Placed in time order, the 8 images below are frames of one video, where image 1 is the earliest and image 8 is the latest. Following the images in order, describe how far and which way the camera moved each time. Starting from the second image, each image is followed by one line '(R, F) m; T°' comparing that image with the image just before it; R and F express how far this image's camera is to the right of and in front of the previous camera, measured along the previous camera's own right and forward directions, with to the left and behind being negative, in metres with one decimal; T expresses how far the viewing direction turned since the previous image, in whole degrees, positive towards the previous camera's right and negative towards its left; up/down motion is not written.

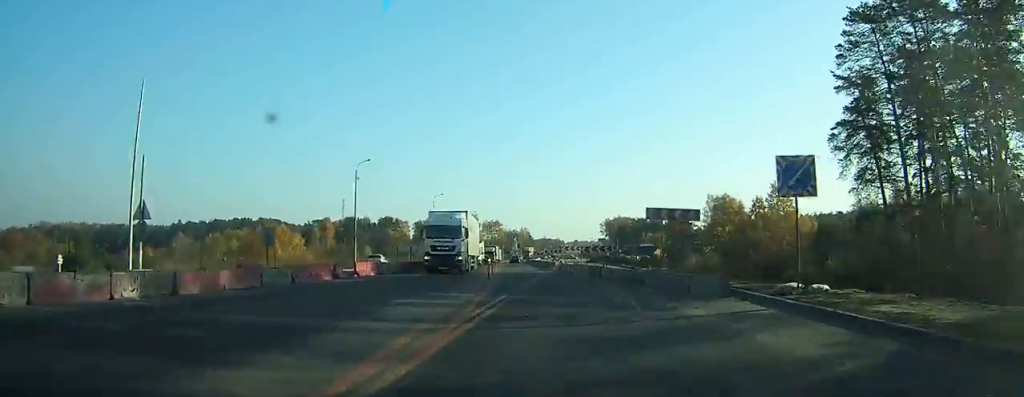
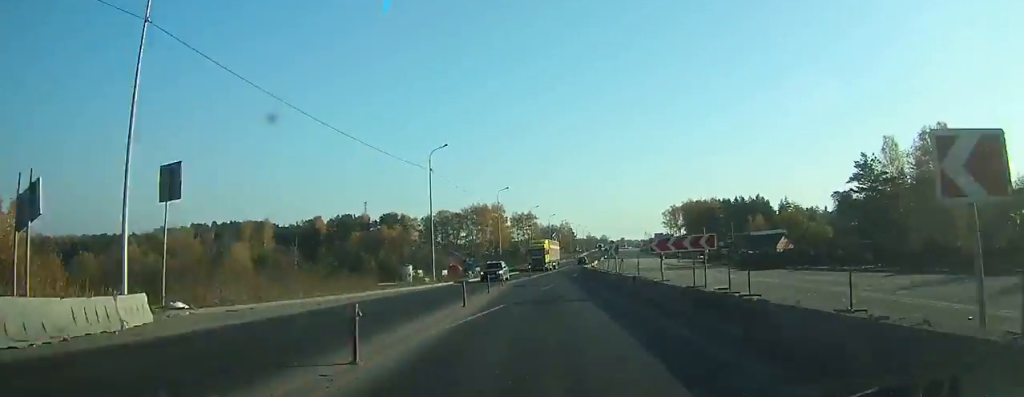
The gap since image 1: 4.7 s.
(-4.2, +79.5) m; -4°
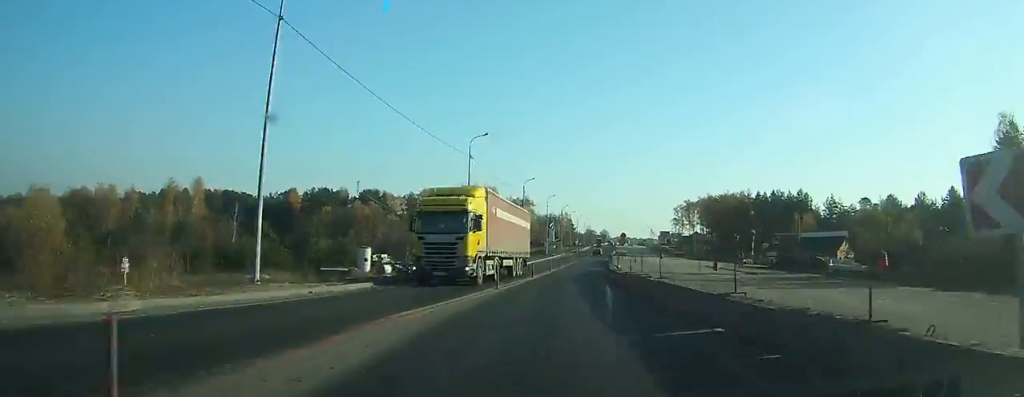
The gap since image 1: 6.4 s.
(0.0, +29.4) m; 0°
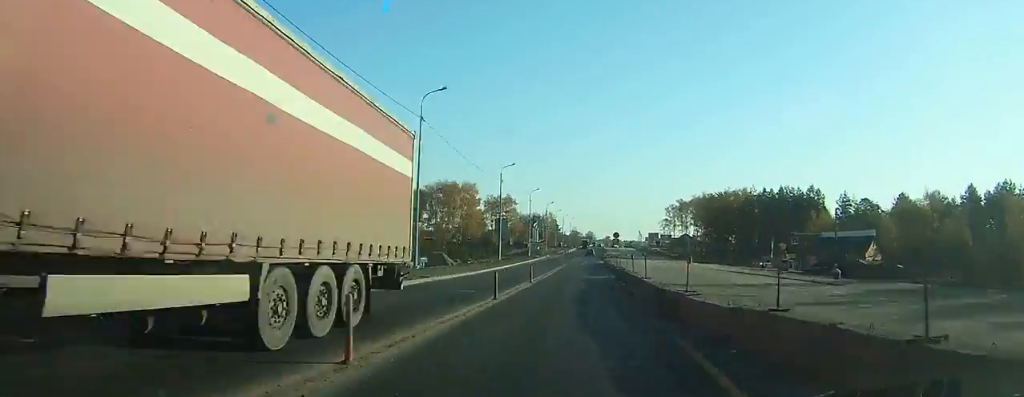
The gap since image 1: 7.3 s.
(0.0, +14.7) m; +1°
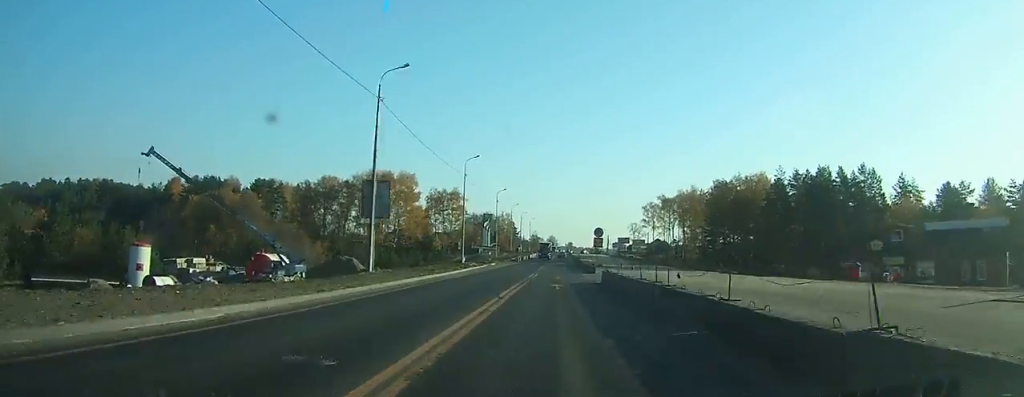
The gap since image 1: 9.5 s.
(+0.8, +37.7) m; +3°
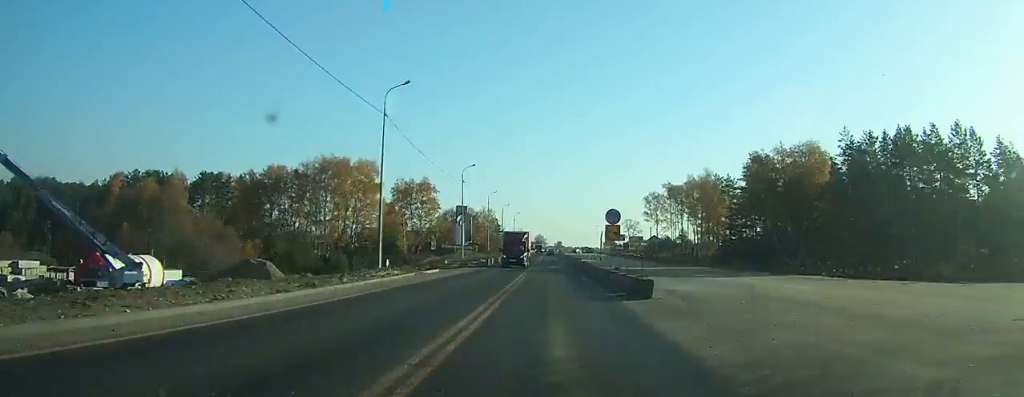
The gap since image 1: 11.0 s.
(+0.5, +26.8) m; +1°
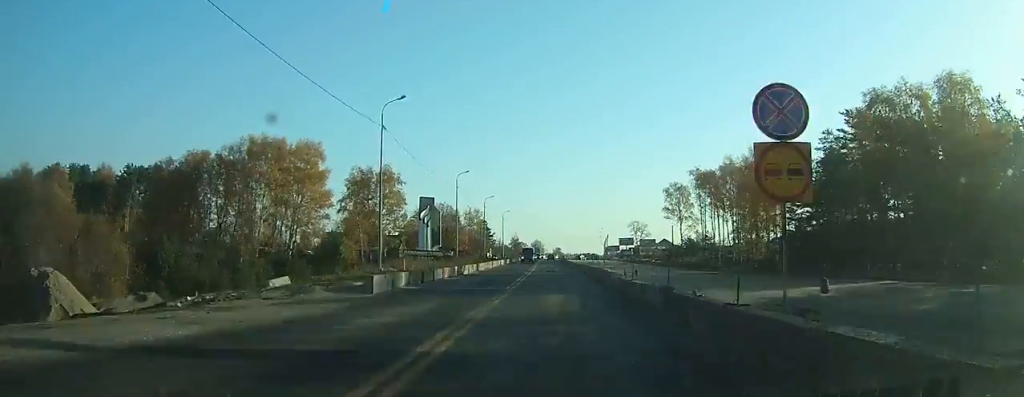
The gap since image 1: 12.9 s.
(+0.4, +33.5) m; +1°
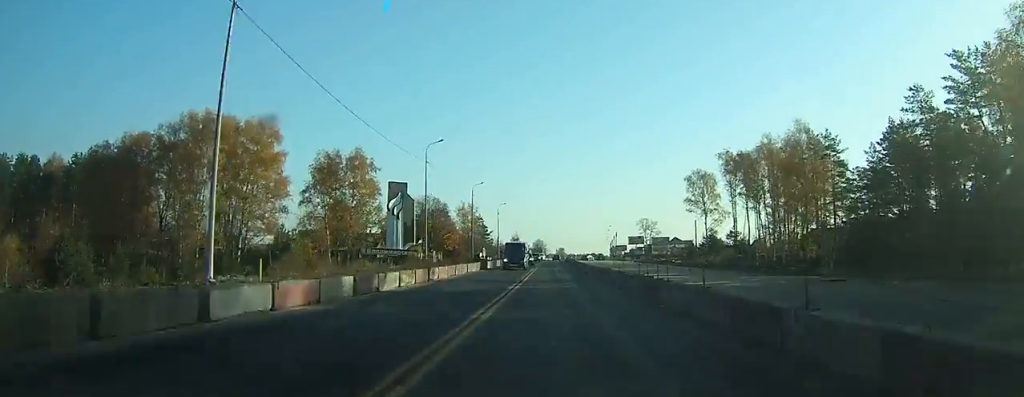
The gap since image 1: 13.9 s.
(0.0, +19.5) m; 0°
